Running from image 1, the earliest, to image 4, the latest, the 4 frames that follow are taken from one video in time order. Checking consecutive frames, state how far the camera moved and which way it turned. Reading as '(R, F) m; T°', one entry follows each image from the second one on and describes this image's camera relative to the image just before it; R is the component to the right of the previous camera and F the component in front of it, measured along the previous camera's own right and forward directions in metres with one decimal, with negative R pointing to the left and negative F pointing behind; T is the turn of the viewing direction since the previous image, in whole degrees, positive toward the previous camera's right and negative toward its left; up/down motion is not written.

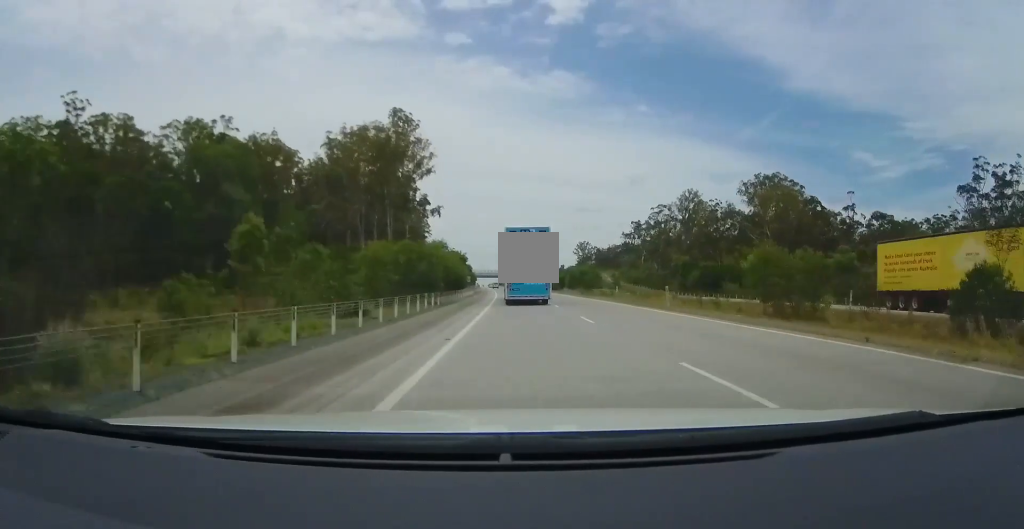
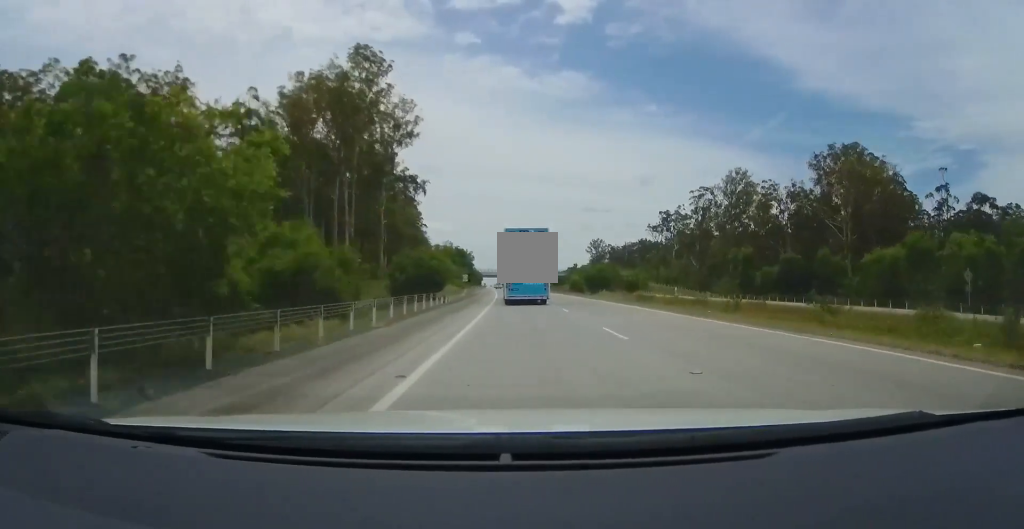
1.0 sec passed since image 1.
(0.0, +28.5) m; 0°
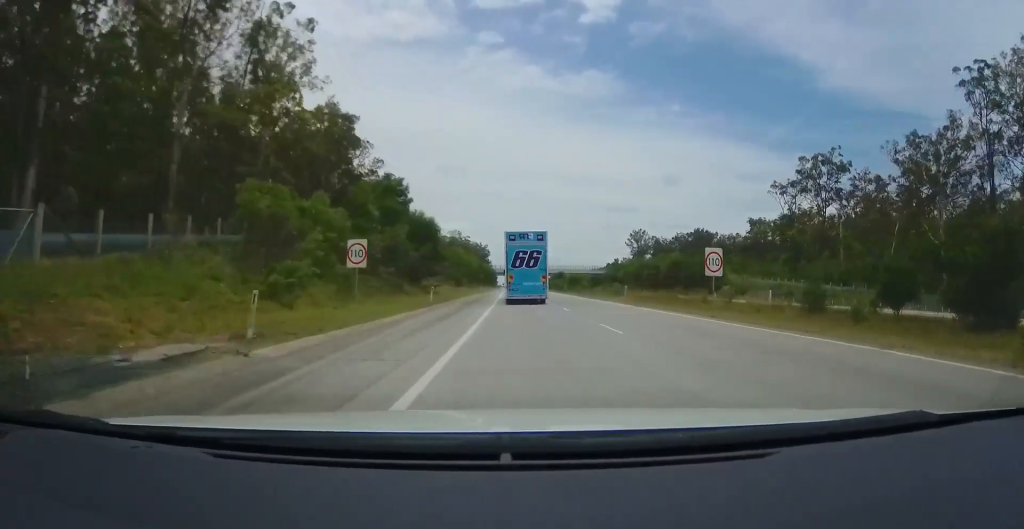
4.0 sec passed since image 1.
(-1.2, +80.0) m; -2°
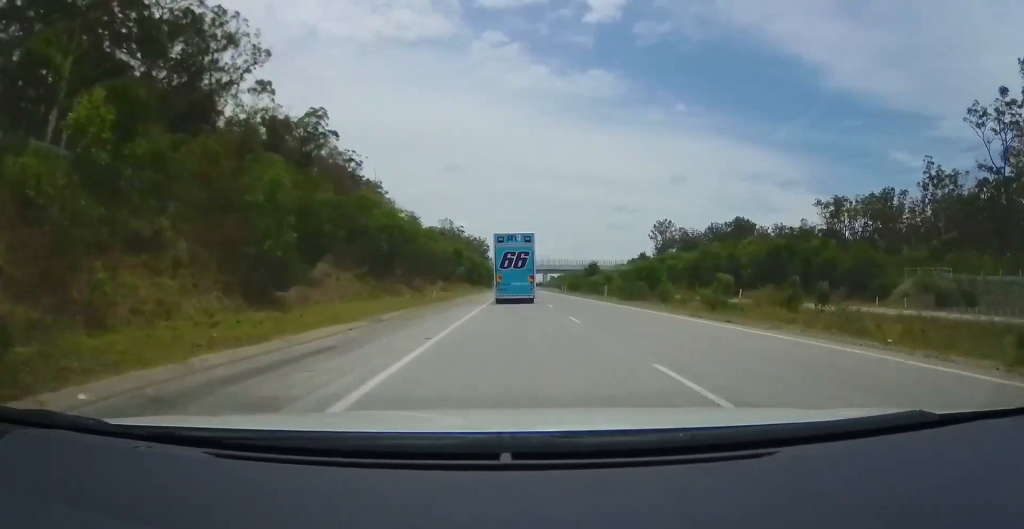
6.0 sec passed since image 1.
(+0.7, +54.9) m; 0°
